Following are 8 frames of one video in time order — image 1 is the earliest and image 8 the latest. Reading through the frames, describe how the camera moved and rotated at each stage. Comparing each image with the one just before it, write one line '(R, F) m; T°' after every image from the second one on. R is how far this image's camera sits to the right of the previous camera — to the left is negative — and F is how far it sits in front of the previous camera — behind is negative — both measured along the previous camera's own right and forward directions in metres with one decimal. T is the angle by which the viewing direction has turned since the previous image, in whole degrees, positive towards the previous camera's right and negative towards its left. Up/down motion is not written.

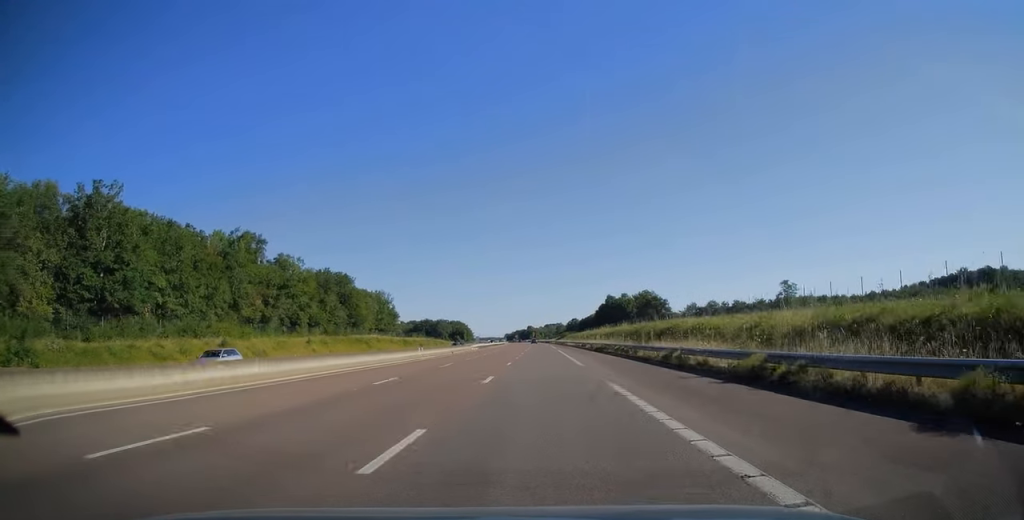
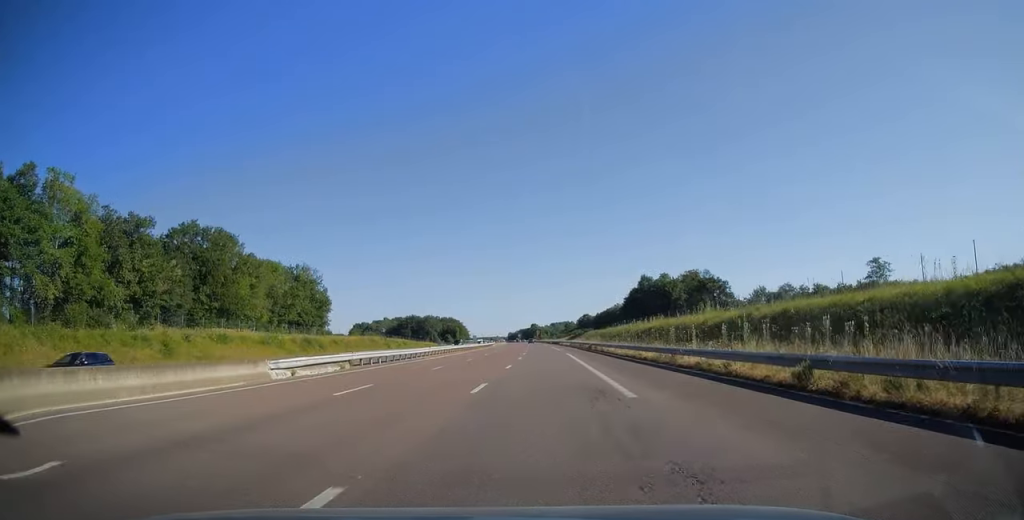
(-0.2, +68.4) m; 0°
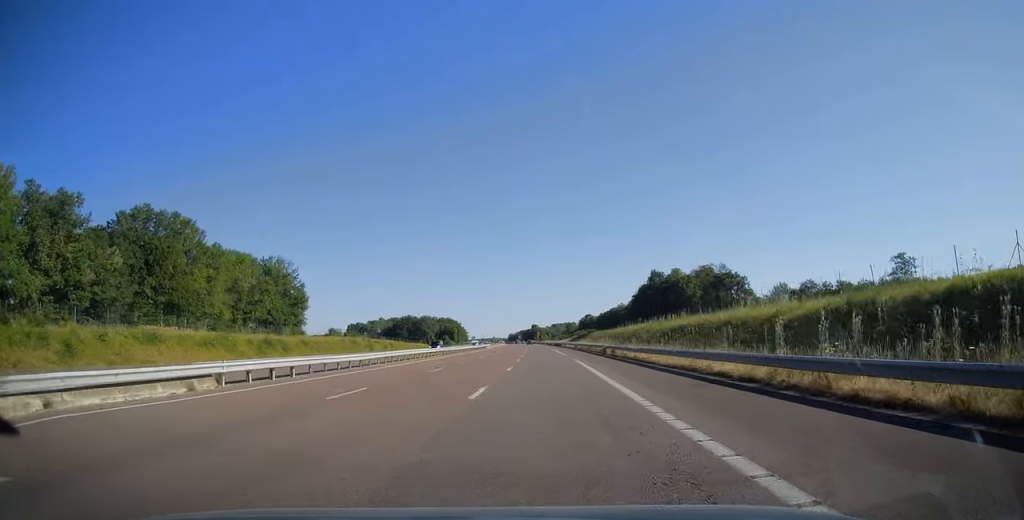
(0.0, +13.9) m; 0°
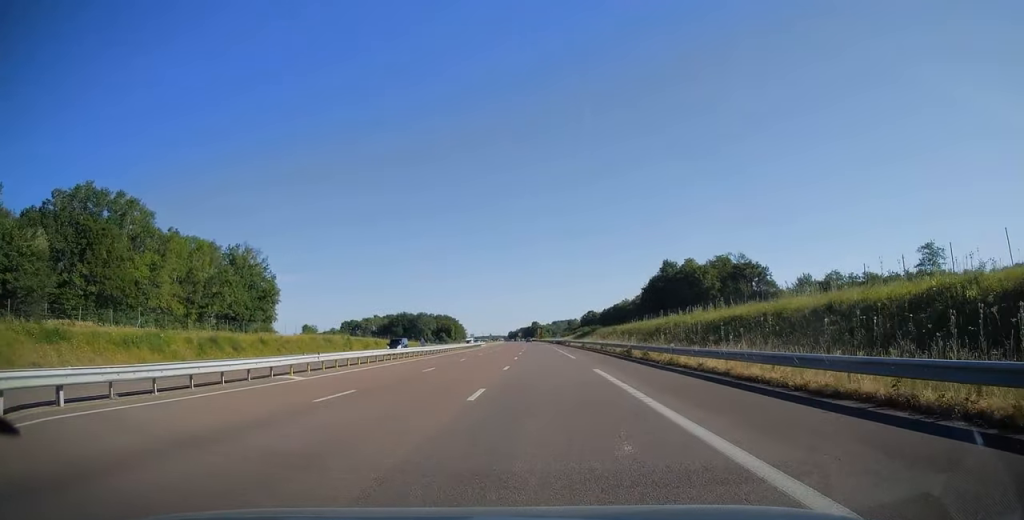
(0.0, +13.9) m; 0°
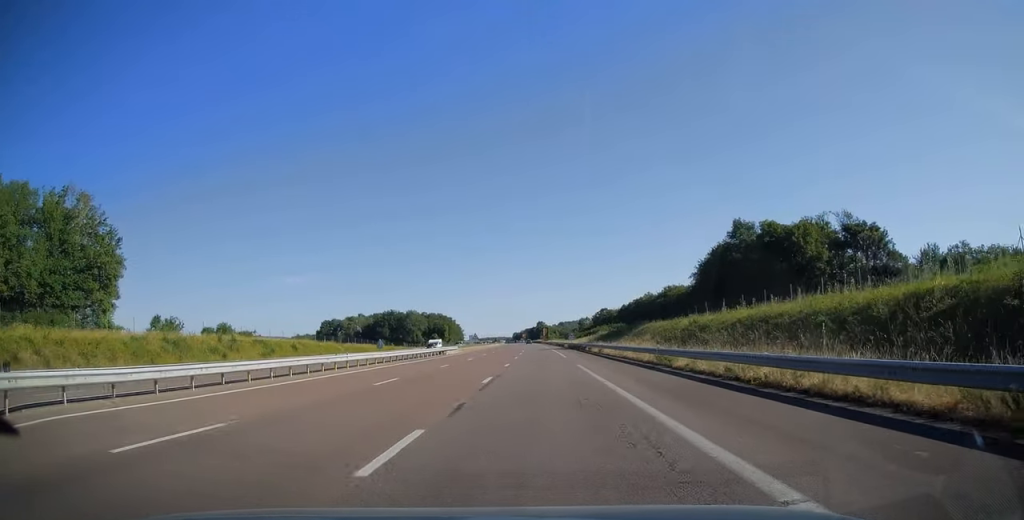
(-0.1, +45.9) m; 0°
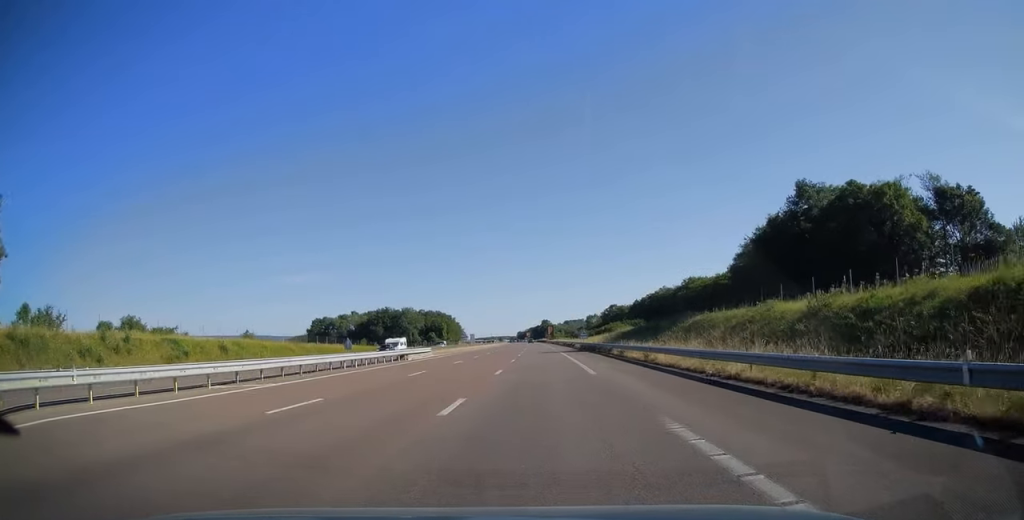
(-0.1, +21.1) m; 0°
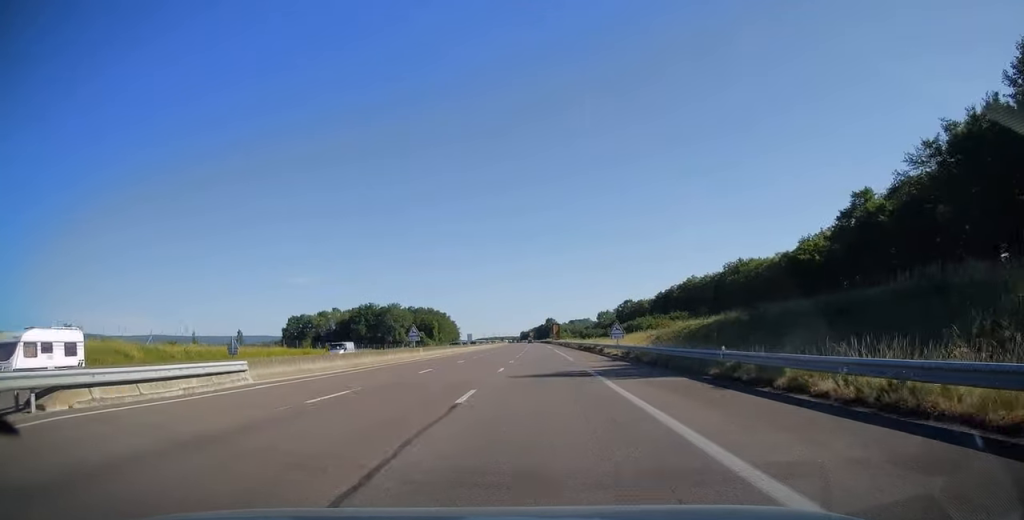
(-0.2, +36.5) m; -1°
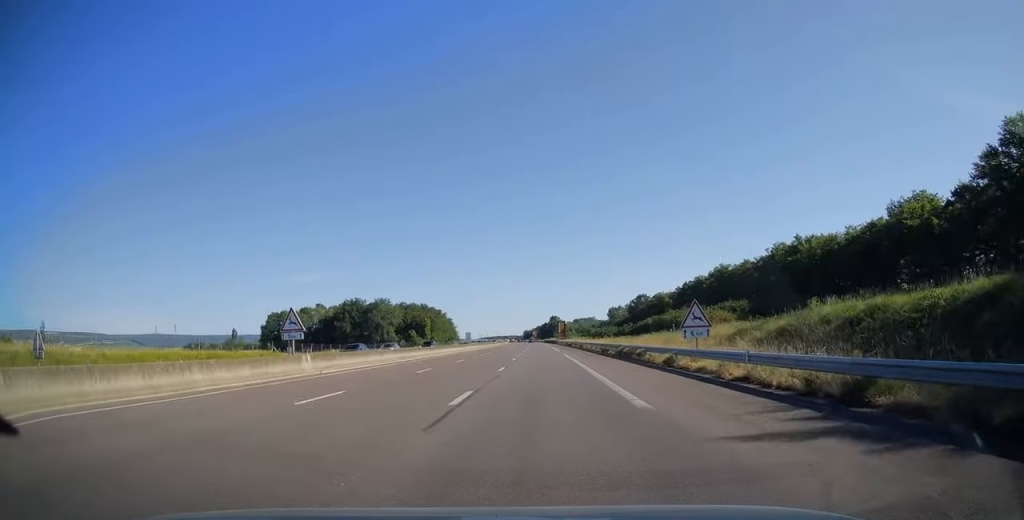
(-0.1, +26.2) m; 0°
